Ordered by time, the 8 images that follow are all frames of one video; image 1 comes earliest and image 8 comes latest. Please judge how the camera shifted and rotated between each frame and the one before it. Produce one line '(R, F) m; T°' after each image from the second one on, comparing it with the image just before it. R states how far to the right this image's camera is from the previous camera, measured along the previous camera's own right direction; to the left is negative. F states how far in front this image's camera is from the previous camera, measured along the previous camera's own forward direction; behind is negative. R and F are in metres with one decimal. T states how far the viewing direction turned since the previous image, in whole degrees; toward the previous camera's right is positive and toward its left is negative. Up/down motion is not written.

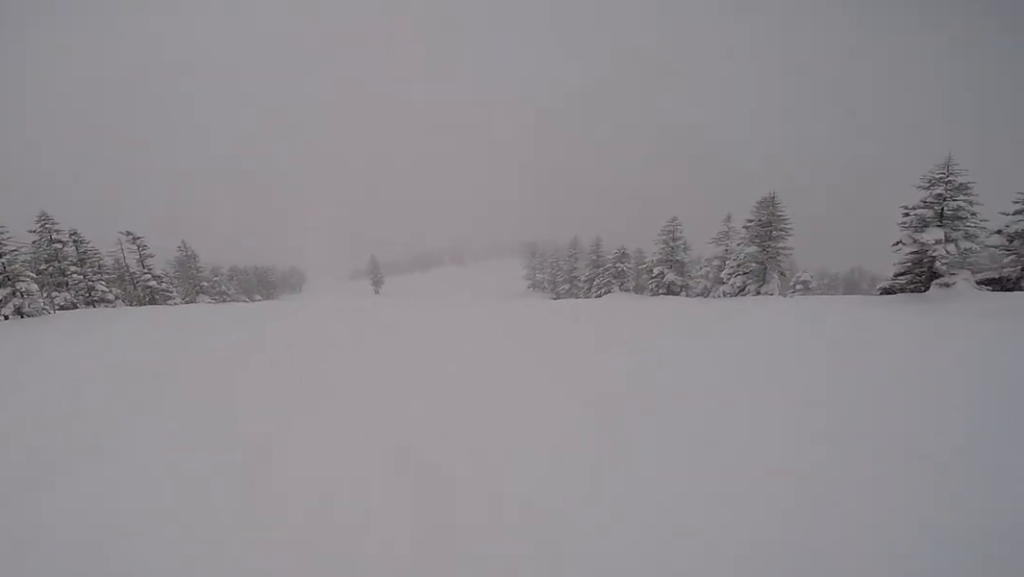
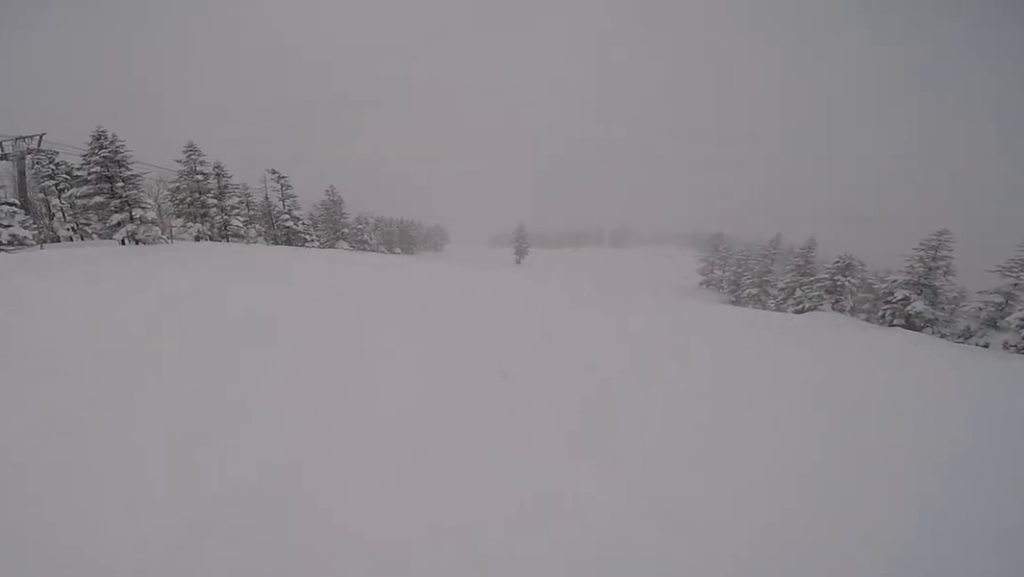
(-0.3, +4.7) m; -6°
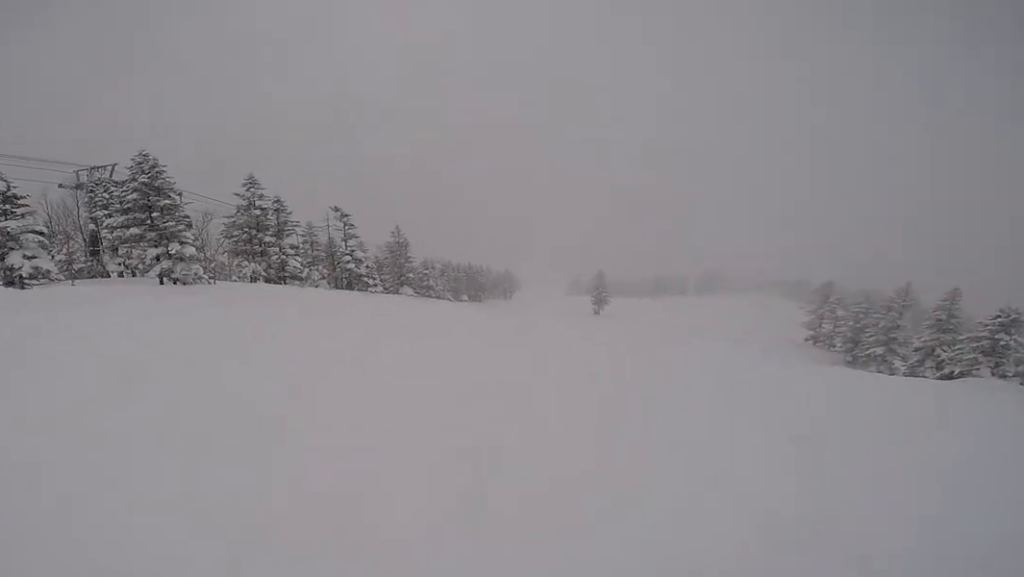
(0.0, +4.0) m; -4°
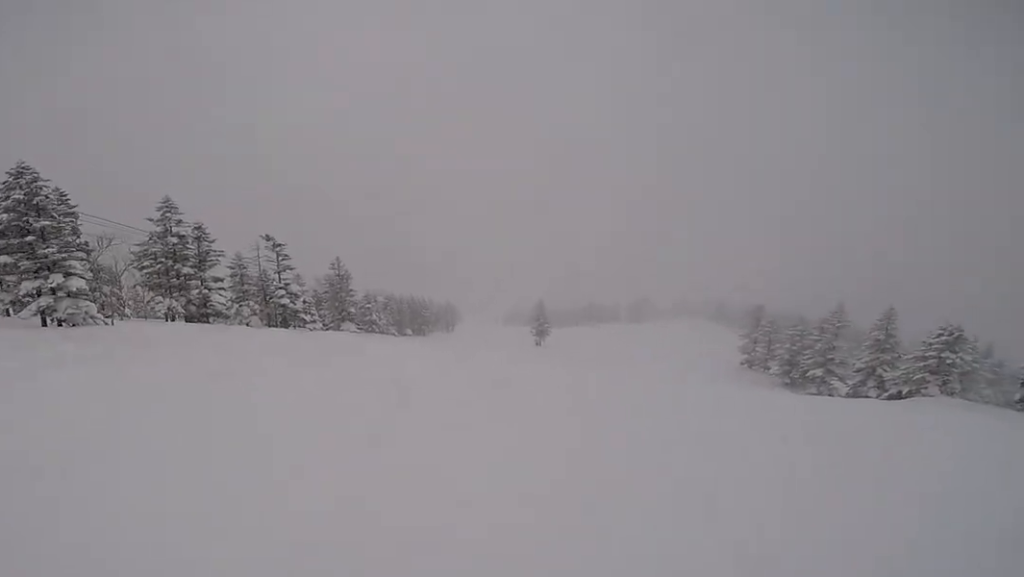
(-0.1, +3.1) m; -1°
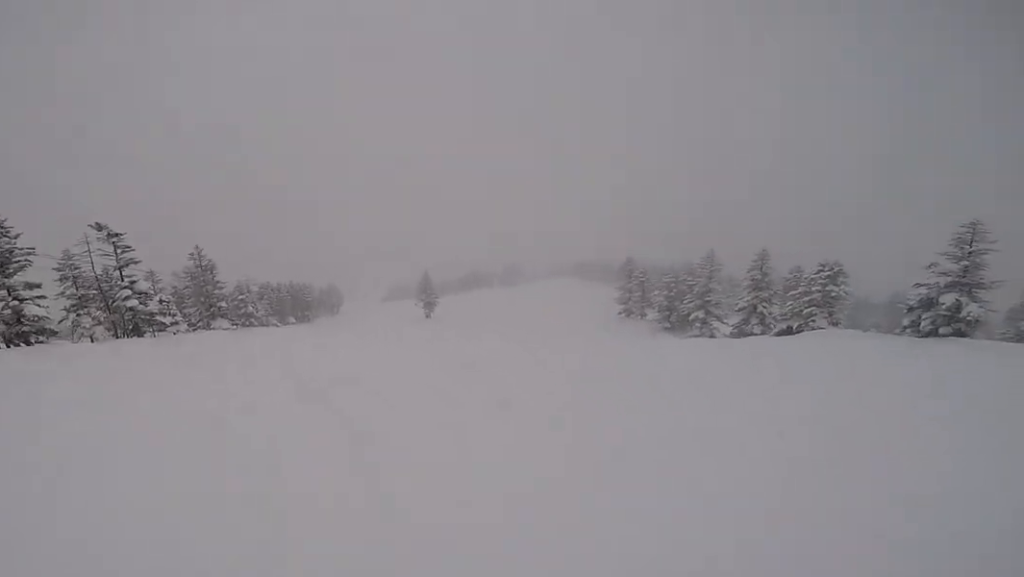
(-0.3, +4.4) m; 0°
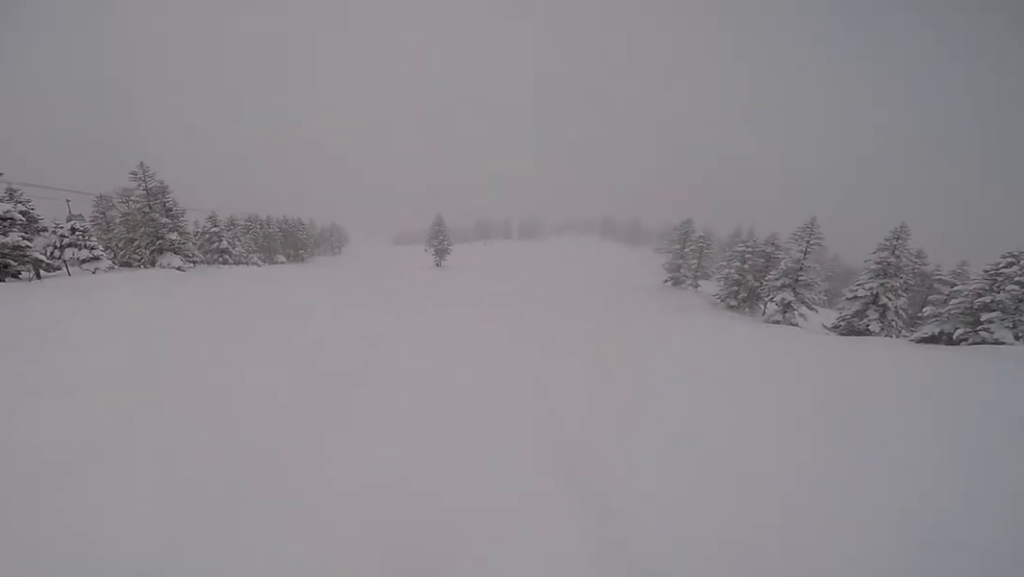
(+0.7, +9.5) m; +5°
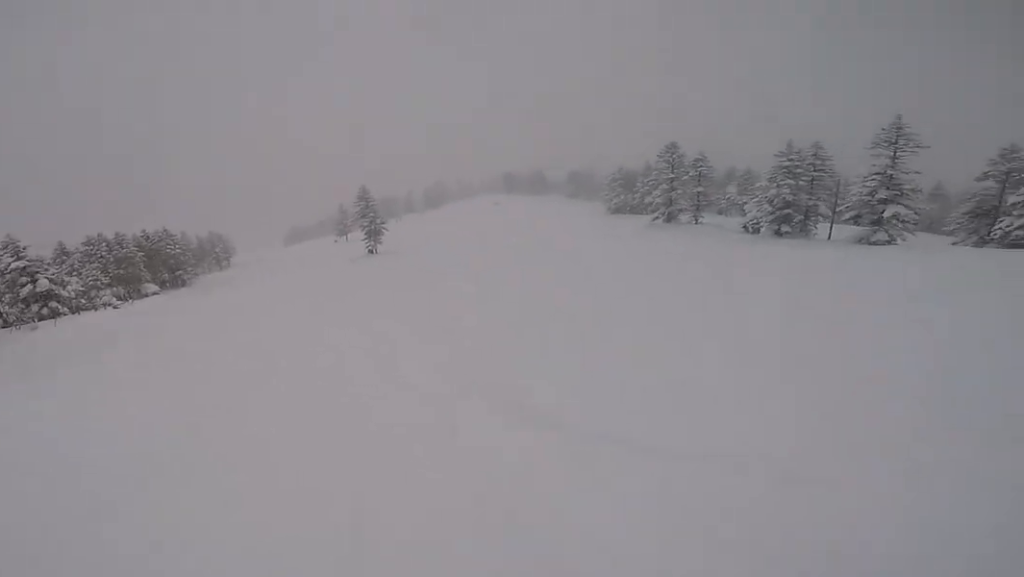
(+1.0, +17.5) m; +9°
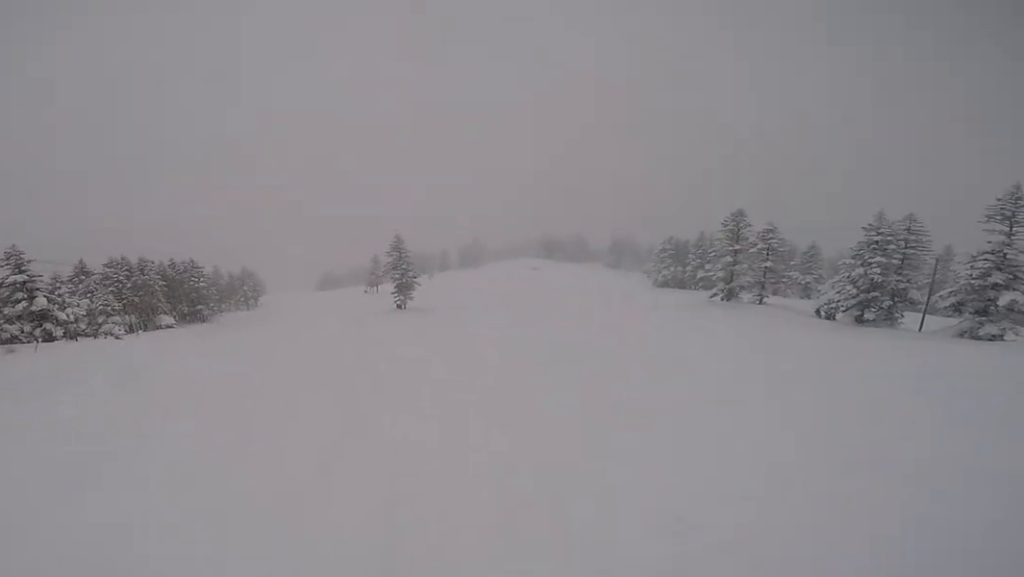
(+0.6, +3.9) m; -4°
